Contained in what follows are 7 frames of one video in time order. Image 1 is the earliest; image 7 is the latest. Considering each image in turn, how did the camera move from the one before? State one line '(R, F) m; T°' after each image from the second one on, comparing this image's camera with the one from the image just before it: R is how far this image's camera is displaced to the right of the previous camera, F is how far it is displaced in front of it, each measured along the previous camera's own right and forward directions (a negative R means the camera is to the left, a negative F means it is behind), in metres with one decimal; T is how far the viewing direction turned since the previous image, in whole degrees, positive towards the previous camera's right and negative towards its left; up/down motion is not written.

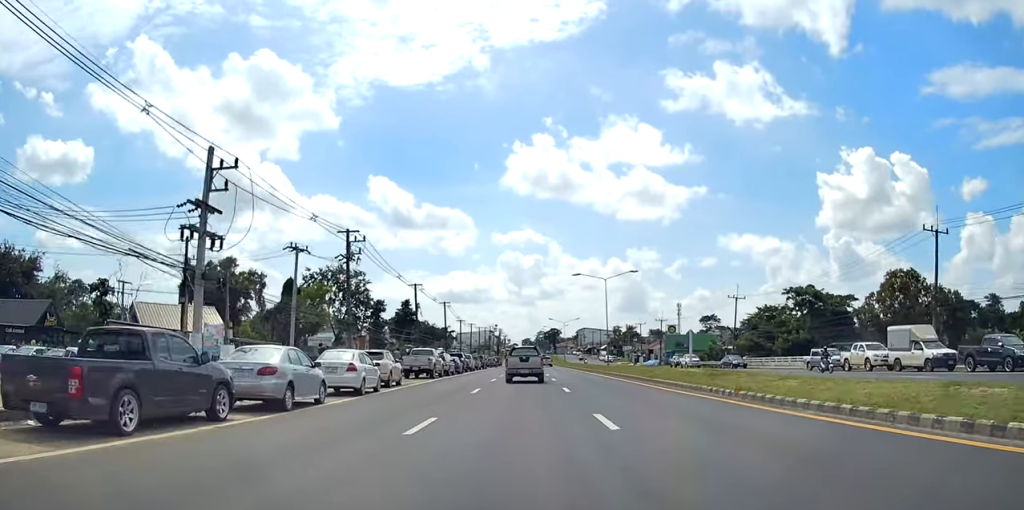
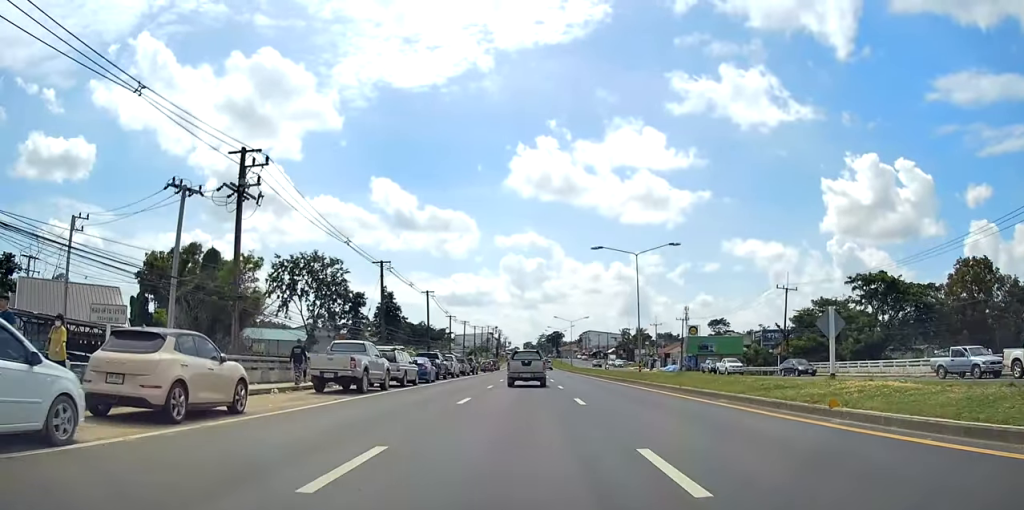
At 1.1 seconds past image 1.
(0.0, +17.1) m; 0°
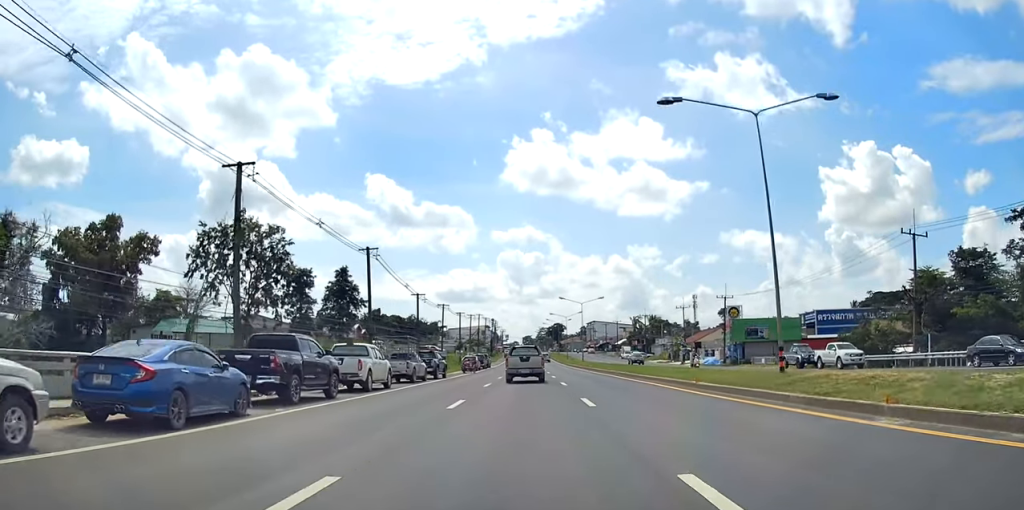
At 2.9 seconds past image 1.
(-0.2, +26.3) m; -1°
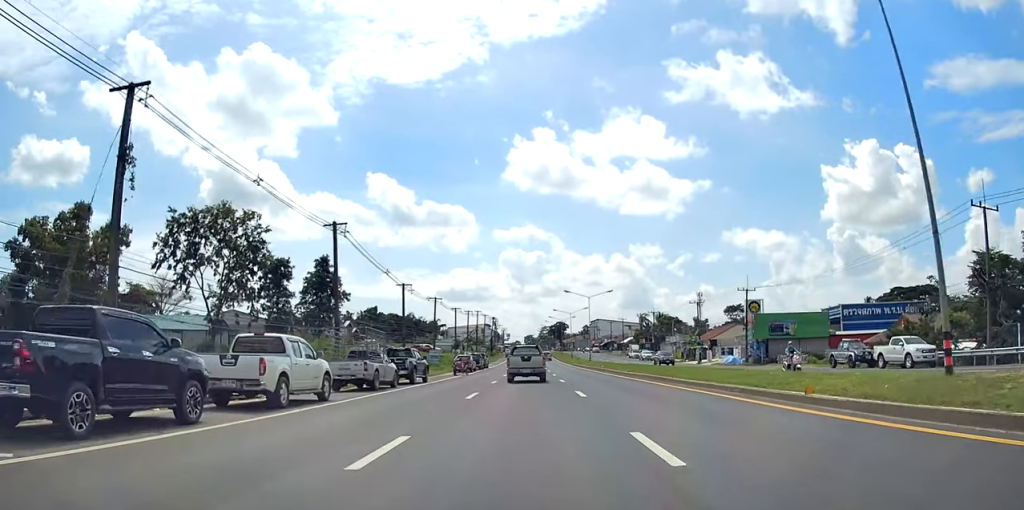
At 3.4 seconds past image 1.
(-0.1, +8.6) m; 0°
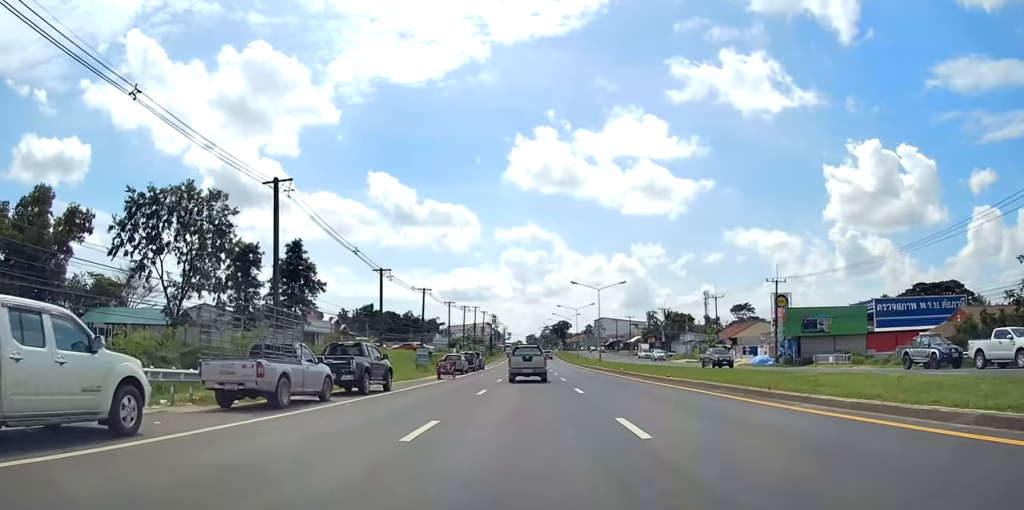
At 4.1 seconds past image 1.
(+0.1, +9.5) m; 0°
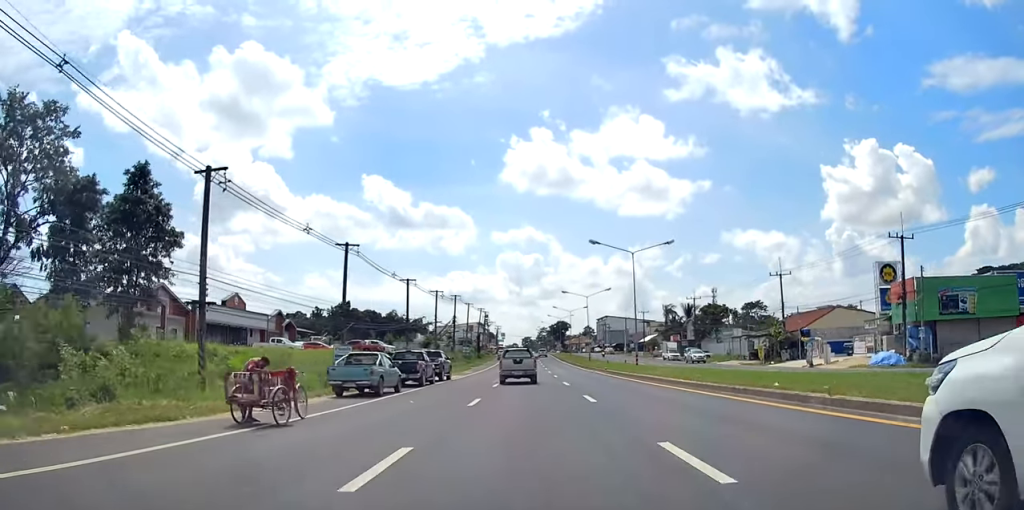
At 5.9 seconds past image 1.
(+0.1, +27.4) m; +1°
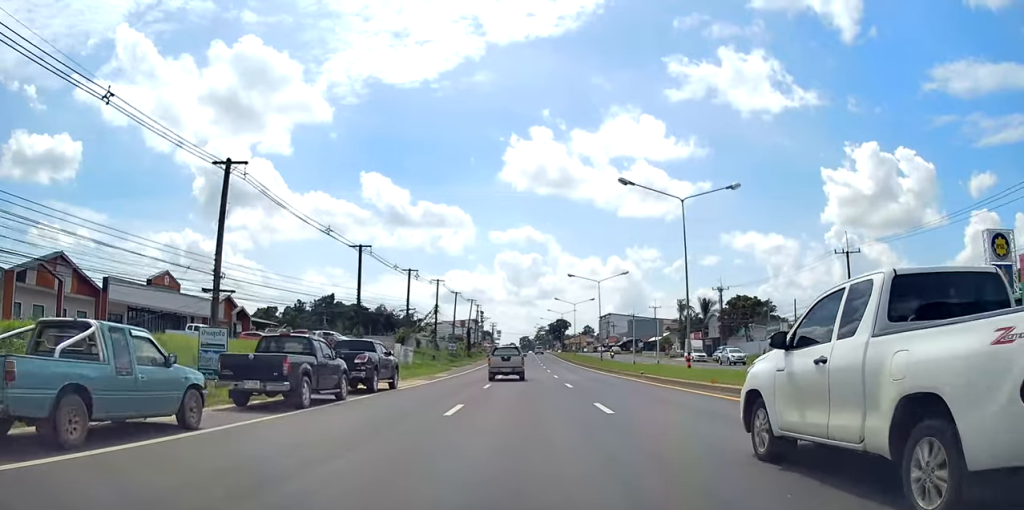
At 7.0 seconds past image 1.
(+0.1, +16.5) m; 0°
